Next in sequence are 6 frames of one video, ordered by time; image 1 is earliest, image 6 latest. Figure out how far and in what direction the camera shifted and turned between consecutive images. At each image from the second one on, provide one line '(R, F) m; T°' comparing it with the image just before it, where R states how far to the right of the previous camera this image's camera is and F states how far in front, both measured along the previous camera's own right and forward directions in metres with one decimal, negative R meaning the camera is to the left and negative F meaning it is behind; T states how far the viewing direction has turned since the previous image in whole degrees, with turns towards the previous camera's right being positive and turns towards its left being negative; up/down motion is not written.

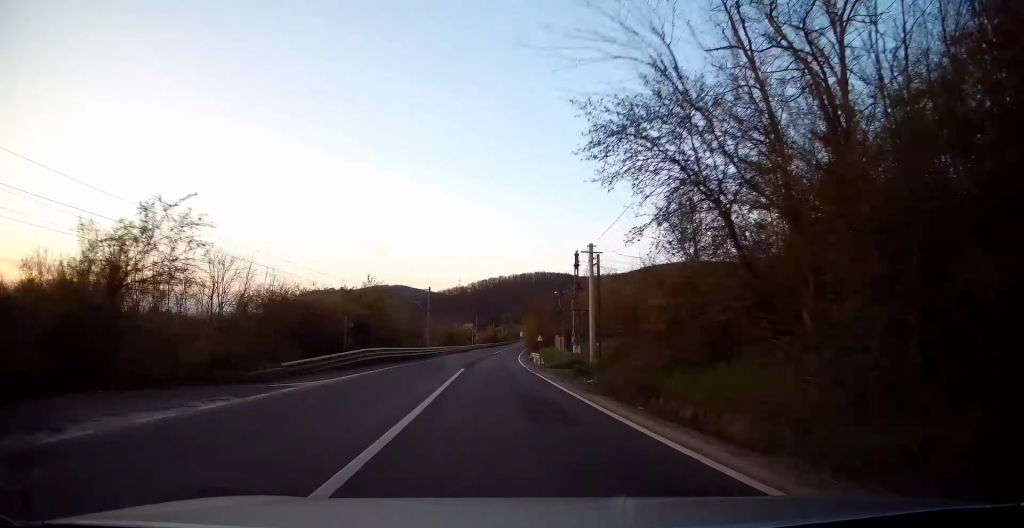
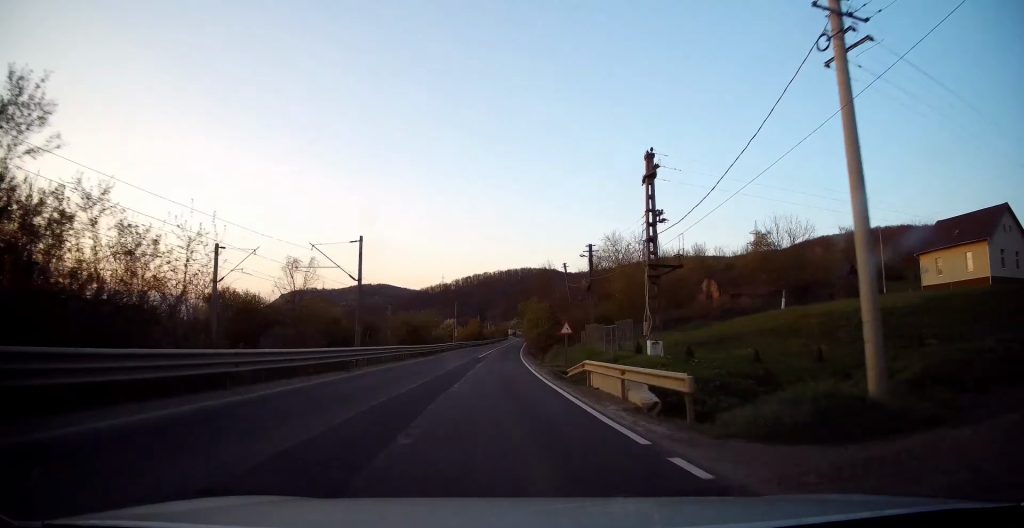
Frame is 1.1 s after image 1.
(+0.5, +29.1) m; +1°
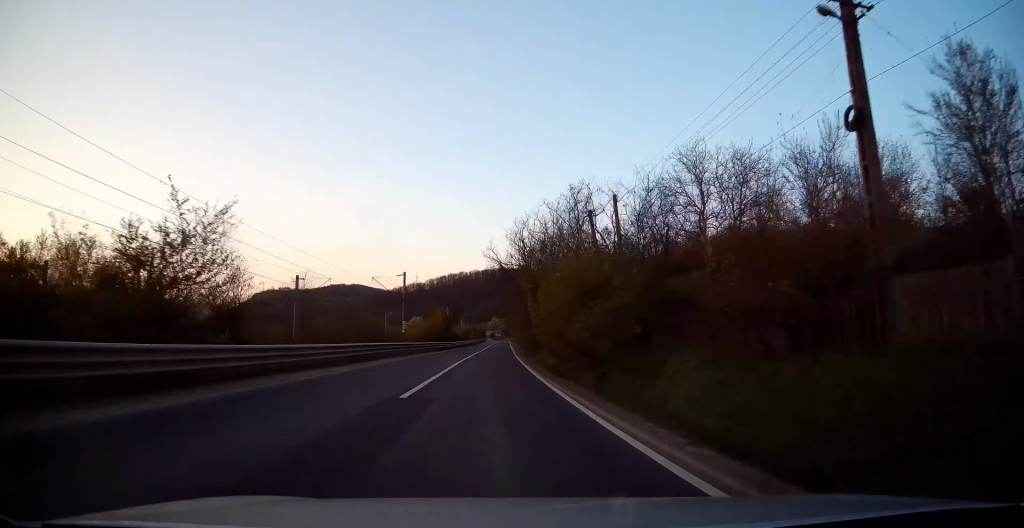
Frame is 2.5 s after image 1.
(+0.3, +36.4) m; +2°
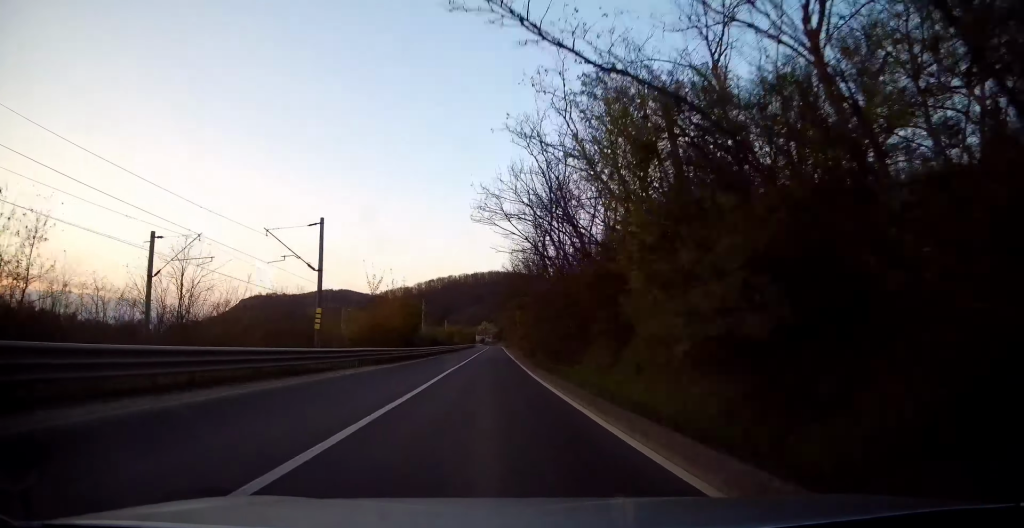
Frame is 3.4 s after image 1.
(+0.3, +23.9) m; +1°
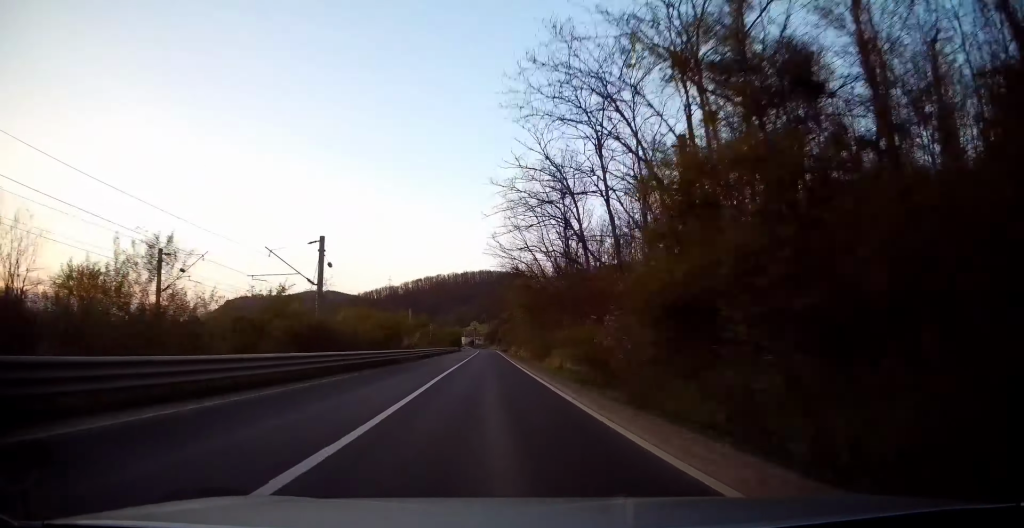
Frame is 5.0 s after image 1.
(+0.4, +42.3) m; +1°
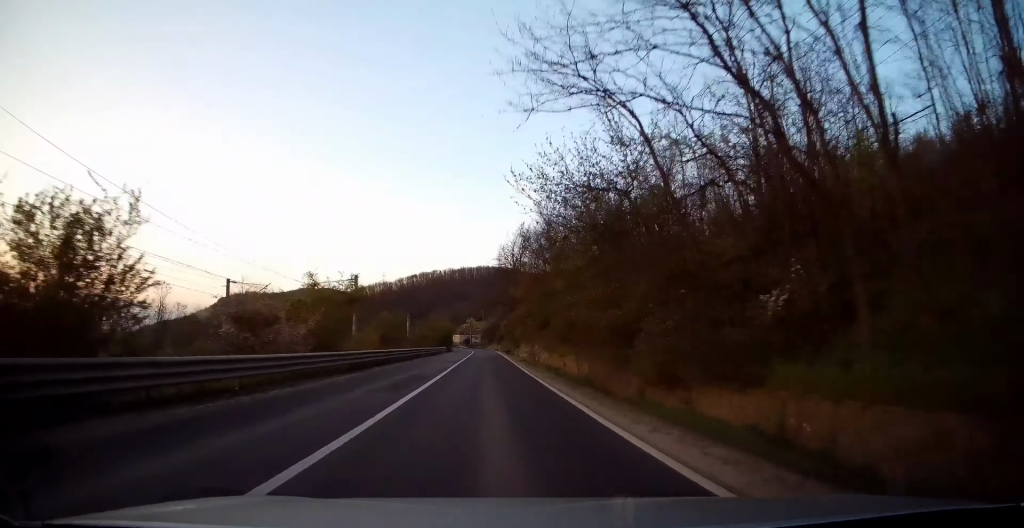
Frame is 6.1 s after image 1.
(+0.4, +29.0) m; +1°
